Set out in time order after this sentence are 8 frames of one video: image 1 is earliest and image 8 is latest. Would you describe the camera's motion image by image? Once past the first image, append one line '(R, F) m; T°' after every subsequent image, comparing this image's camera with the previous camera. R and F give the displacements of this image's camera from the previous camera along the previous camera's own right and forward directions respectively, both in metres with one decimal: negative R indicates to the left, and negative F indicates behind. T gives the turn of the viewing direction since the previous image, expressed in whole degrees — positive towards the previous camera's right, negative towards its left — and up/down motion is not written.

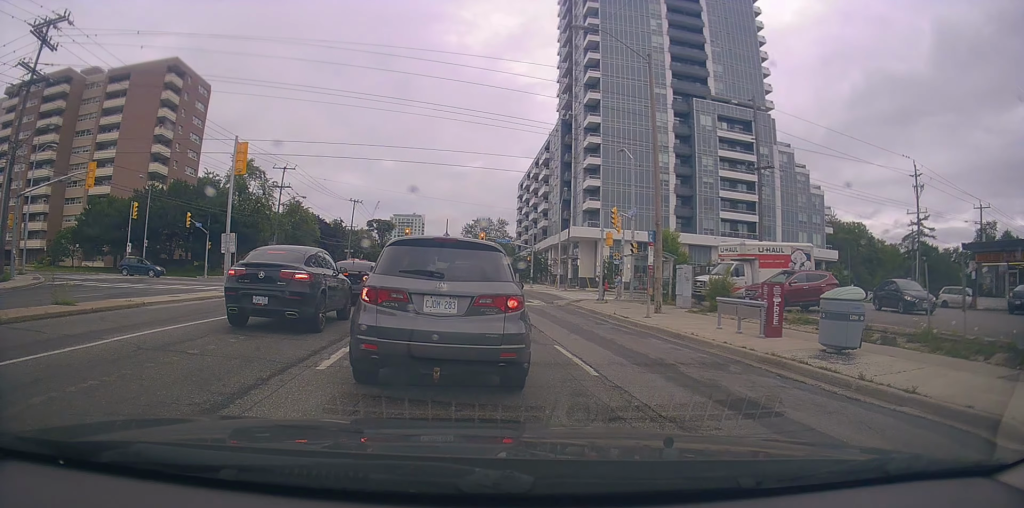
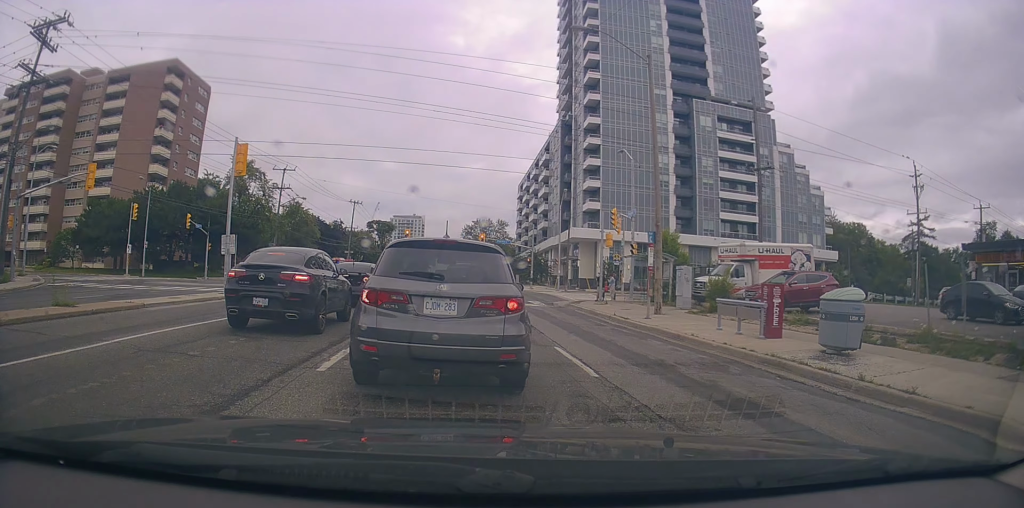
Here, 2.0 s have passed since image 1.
(0.0, 0.0) m; 0°
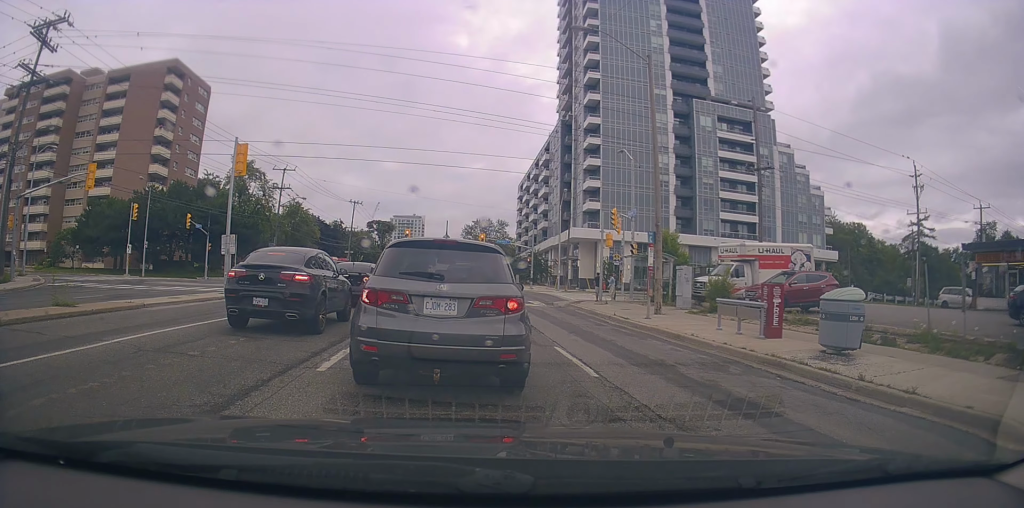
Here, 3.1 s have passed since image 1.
(0.0, 0.0) m; 0°
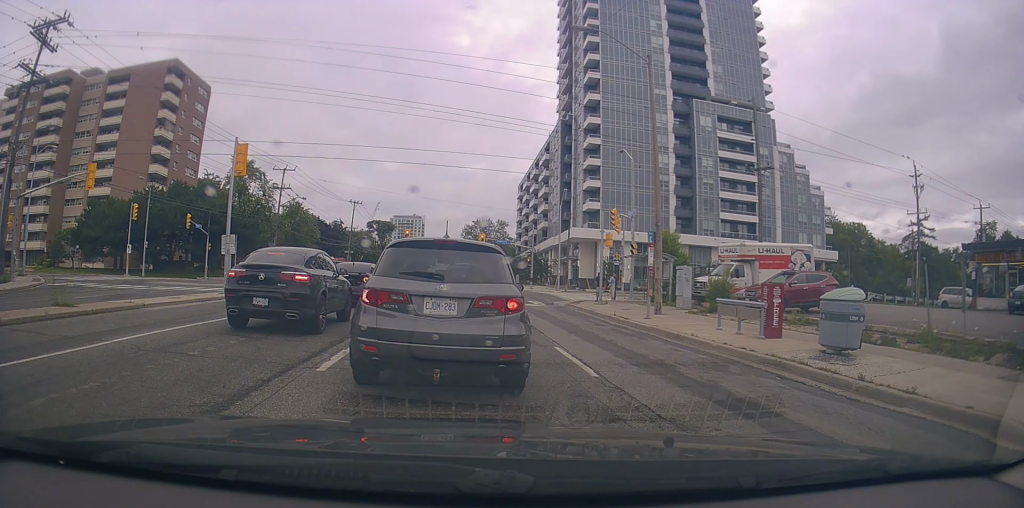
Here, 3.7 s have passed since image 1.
(0.0, 0.0) m; 0°
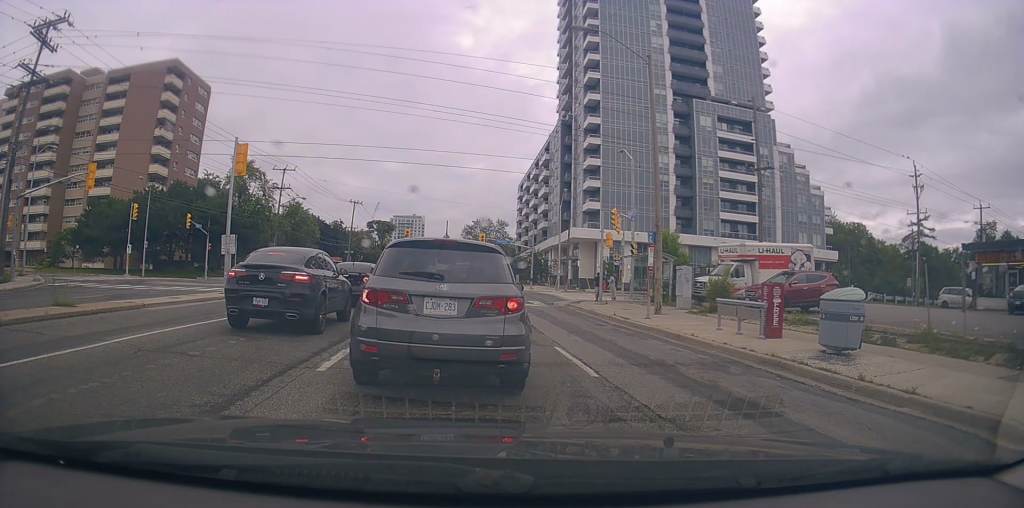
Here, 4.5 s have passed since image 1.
(0.0, 0.0) m; 0°
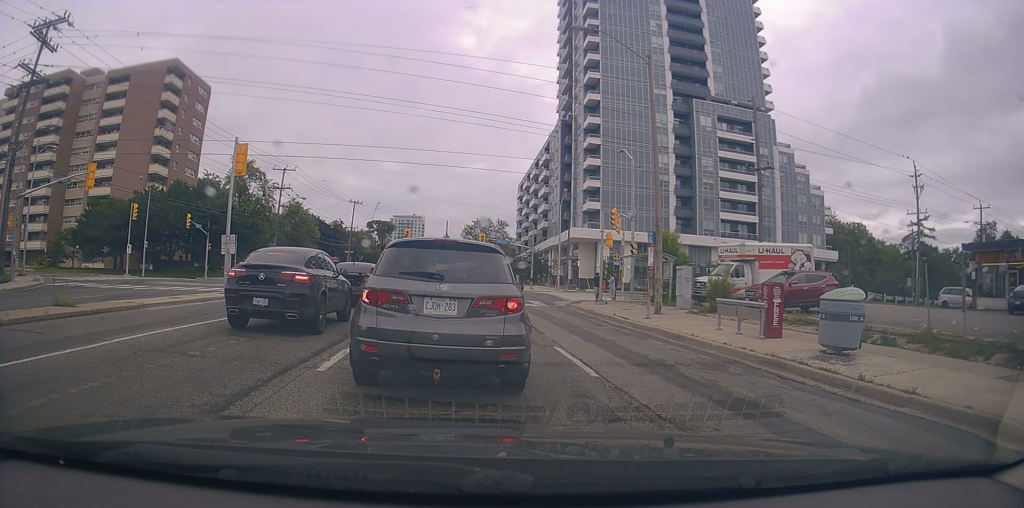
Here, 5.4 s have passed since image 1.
(0.0, 0.0) m; 0°
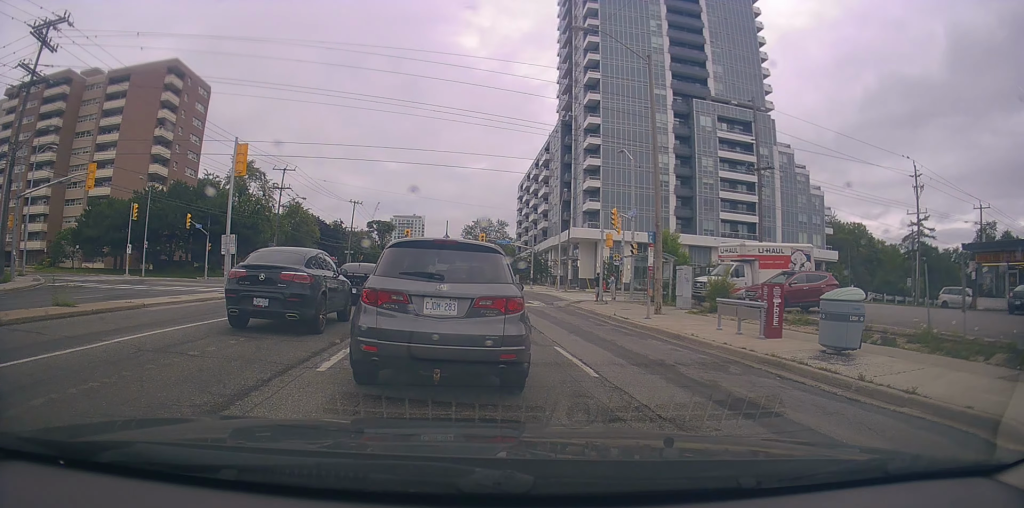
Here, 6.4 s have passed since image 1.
(0.0, 0.0) m; 0°
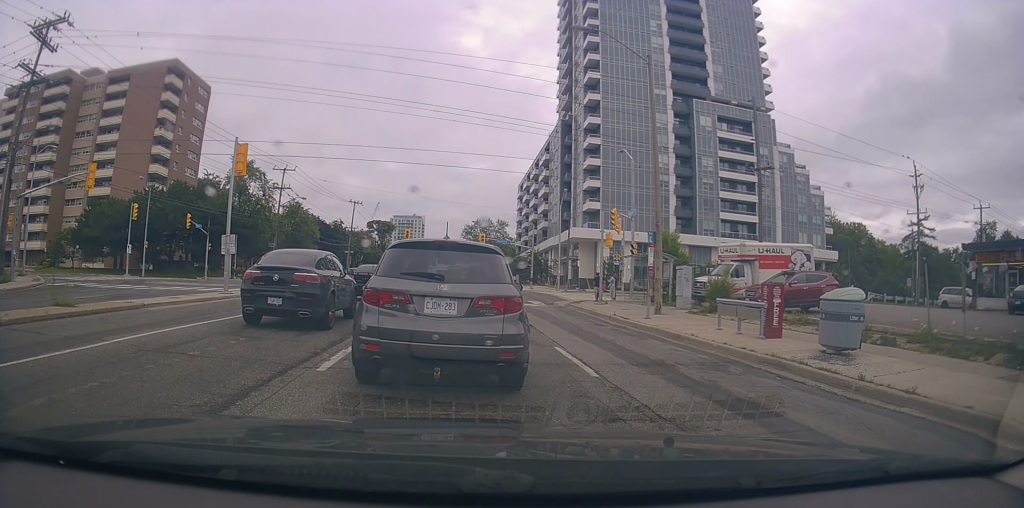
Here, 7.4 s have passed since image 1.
(0.0, 0.0) m; 0°
